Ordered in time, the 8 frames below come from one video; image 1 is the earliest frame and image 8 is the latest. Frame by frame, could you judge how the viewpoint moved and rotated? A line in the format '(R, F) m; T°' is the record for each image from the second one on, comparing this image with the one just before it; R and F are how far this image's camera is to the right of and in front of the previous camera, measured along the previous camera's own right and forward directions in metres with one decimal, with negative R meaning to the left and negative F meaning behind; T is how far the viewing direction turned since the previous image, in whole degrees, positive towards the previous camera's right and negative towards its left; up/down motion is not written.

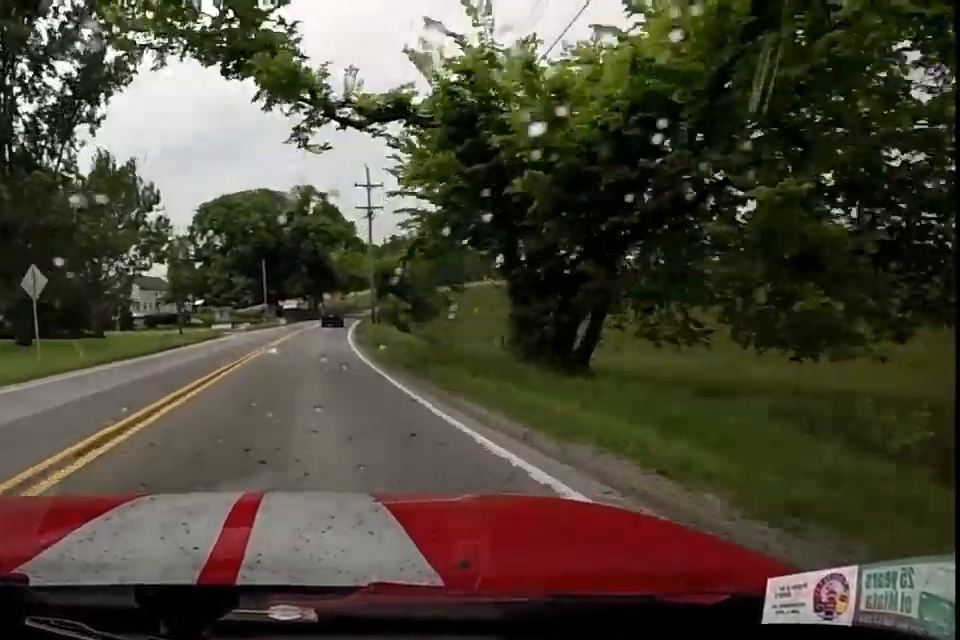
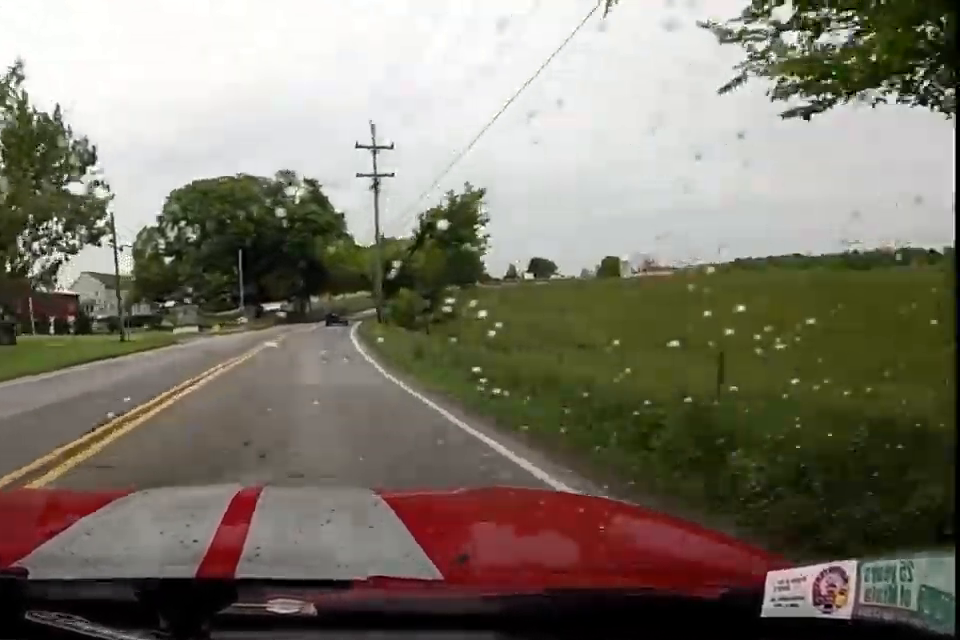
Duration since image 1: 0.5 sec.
(-0.4, +12.8) m; +3°
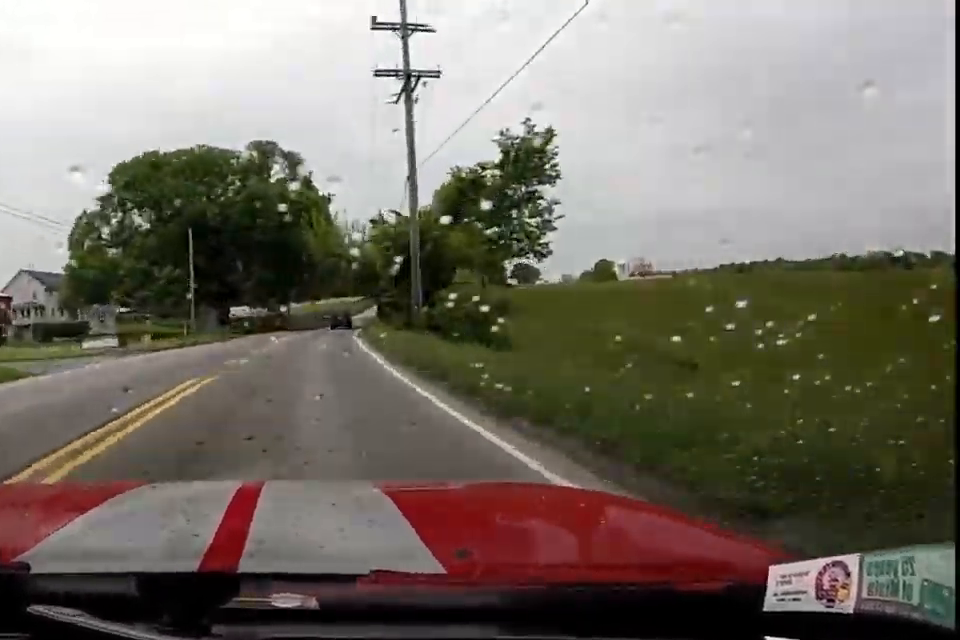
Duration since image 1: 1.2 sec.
(+1.1, +17.6) m; +5°
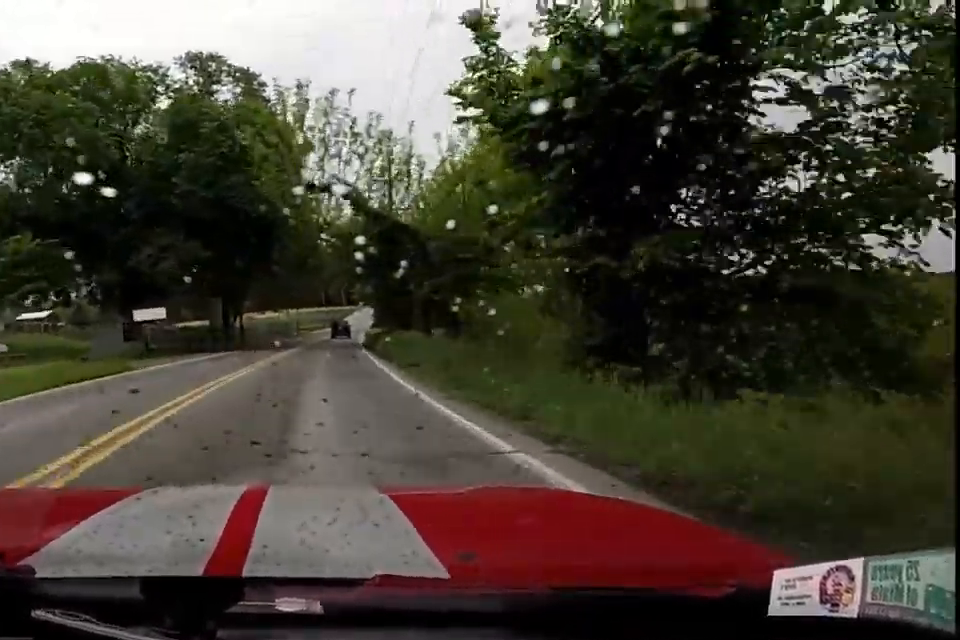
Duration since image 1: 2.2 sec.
(+1.9, +25.8) m; +6°
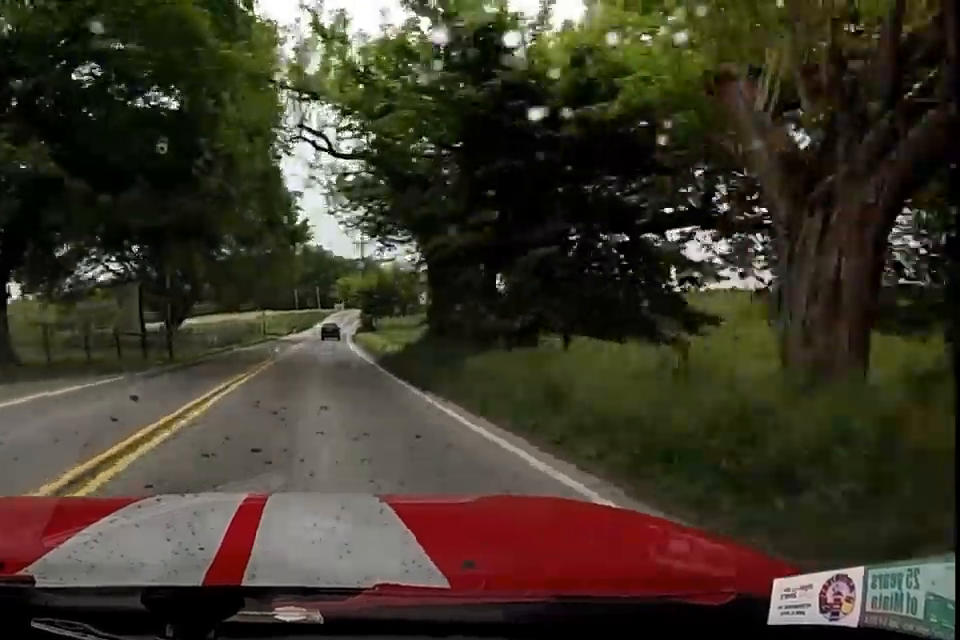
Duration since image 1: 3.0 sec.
(+0.5, +19.3) m; +1°
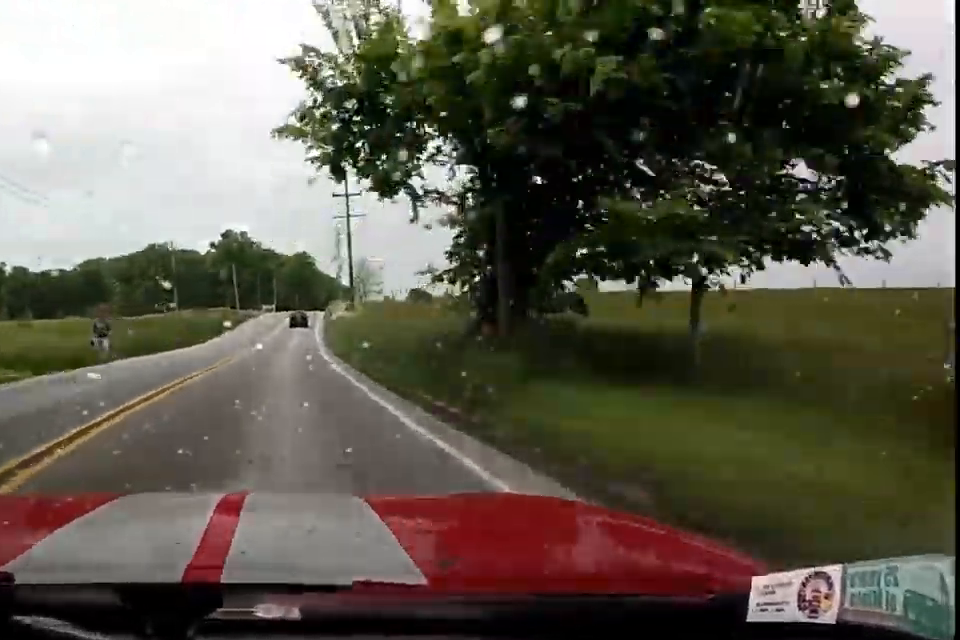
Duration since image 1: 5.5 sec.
(0.0, +62.9) m; 0°
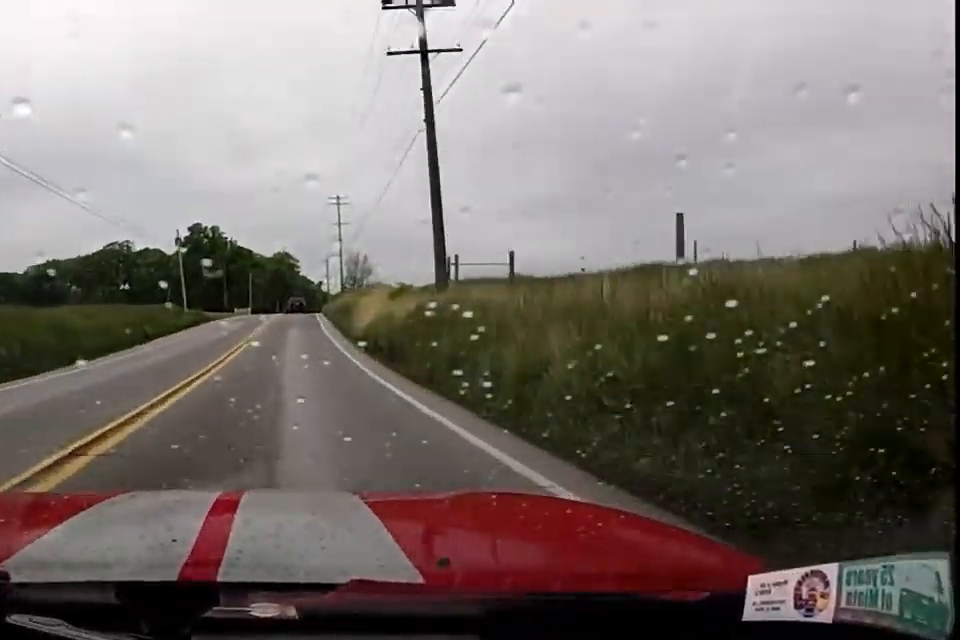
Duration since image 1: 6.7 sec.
(0.0, +31.3) m; 0°
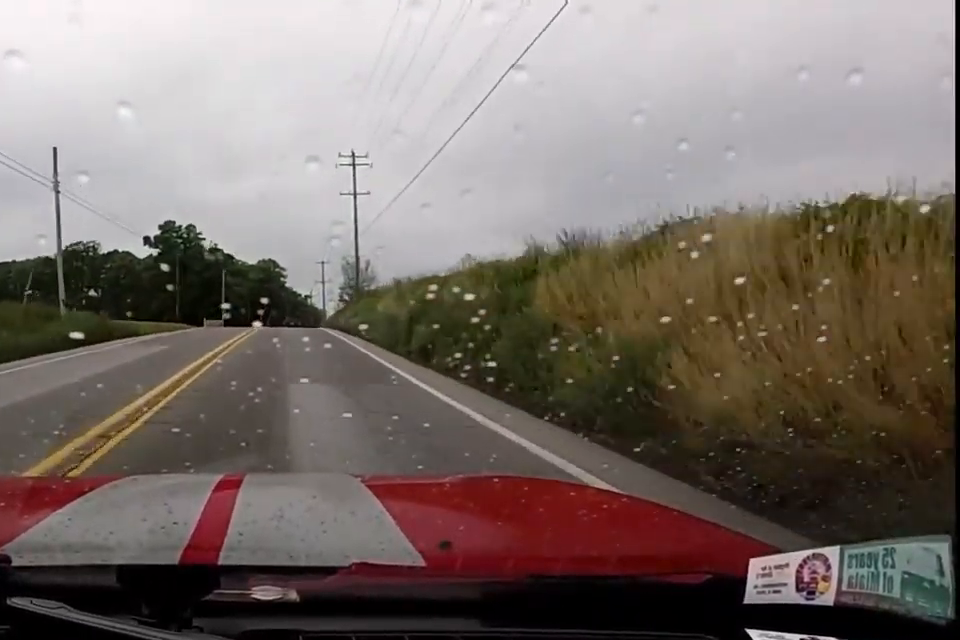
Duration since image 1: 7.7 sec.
(+0.1, +25.1) m; +3°
